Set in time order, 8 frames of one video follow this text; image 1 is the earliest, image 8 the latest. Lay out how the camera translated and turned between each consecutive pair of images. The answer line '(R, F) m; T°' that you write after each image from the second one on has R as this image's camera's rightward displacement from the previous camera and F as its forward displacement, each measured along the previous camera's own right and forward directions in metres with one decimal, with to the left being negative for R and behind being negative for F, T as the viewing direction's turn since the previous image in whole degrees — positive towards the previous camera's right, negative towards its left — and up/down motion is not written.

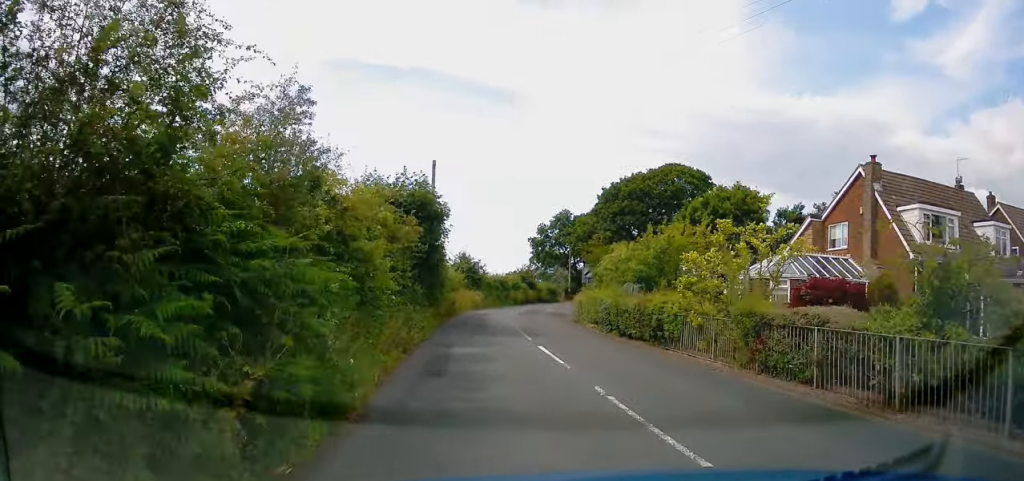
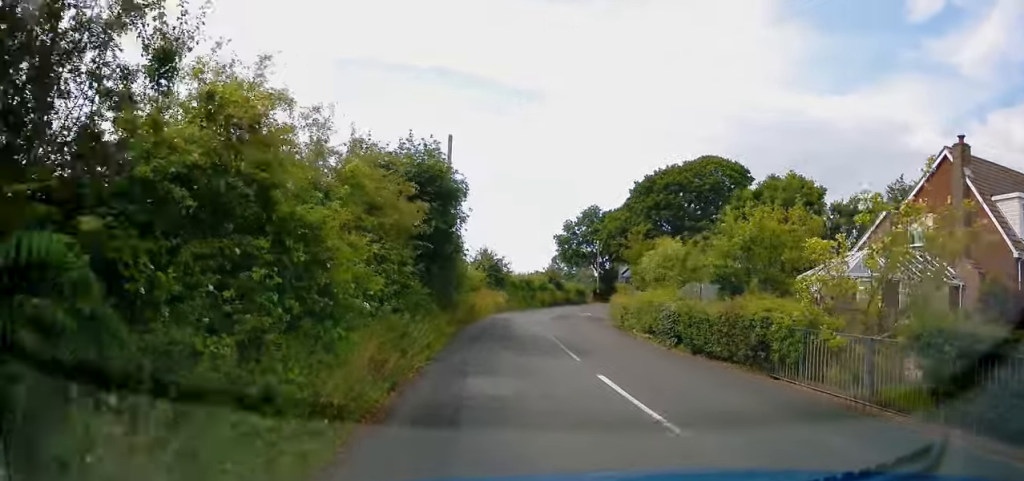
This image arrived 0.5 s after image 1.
(-0.3, +5.1) m; -1°
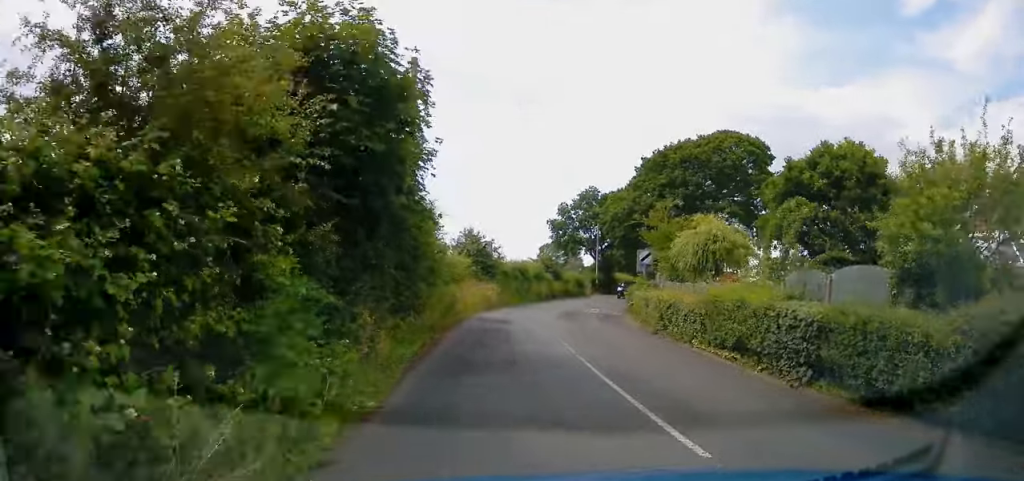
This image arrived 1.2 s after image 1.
(-0.3, +7.3) m; +1°
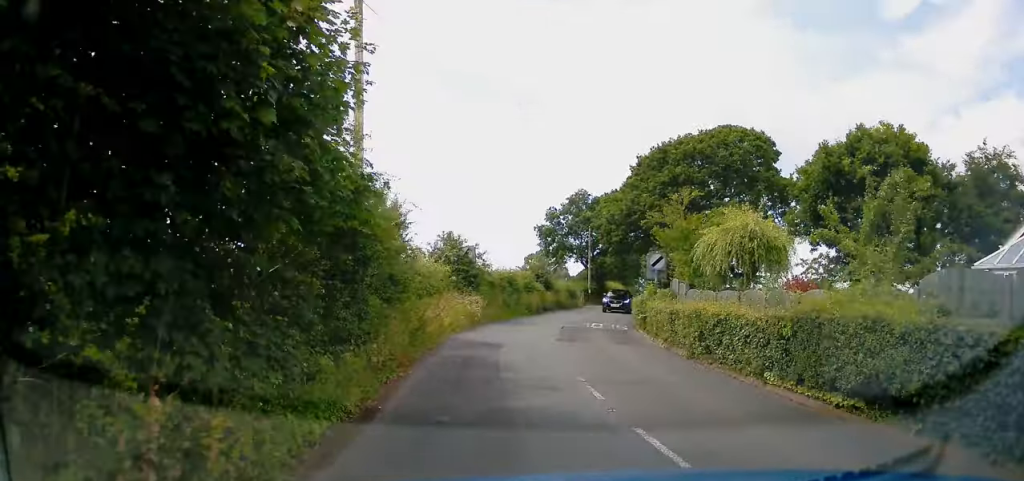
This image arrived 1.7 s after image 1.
(+0.3, +4.8) m; +2°
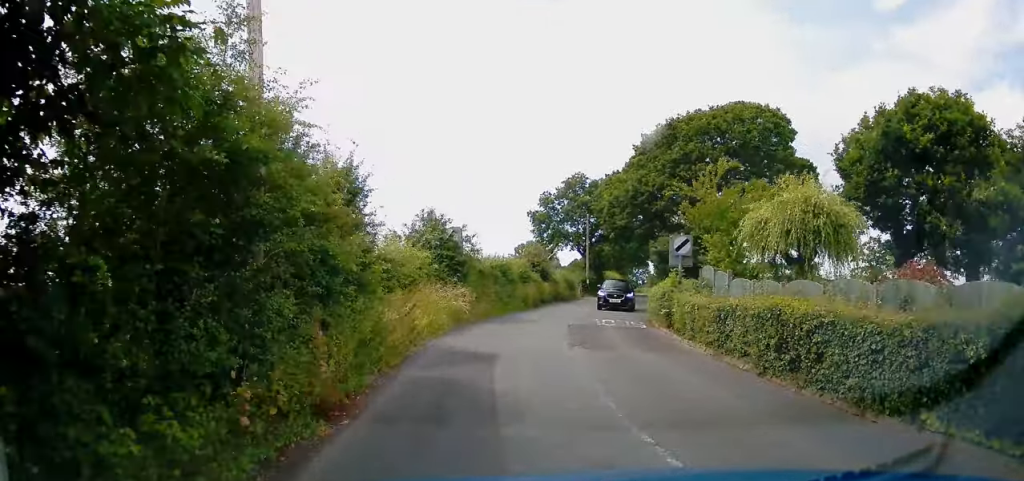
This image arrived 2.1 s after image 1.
(+0.1, +4.4) m; +2°
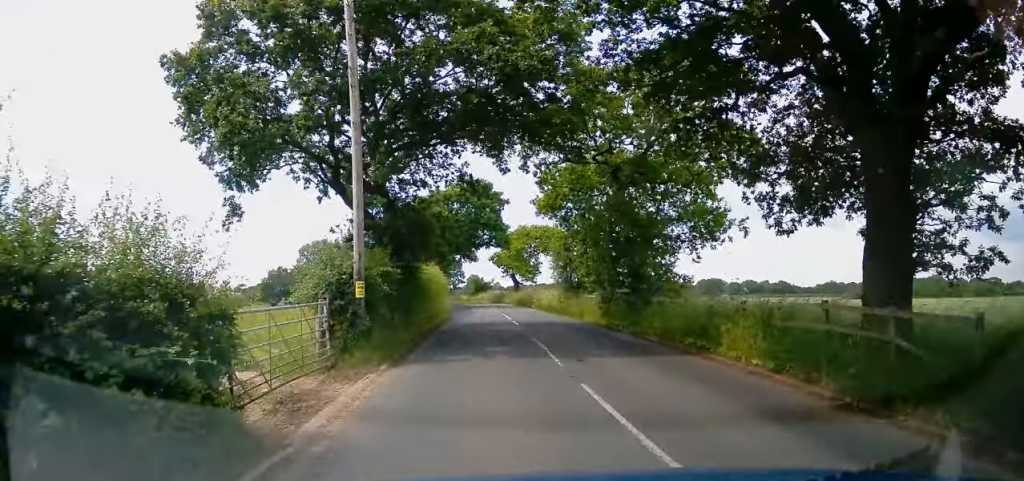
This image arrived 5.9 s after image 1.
(+5.4, +42.8) m; +15°
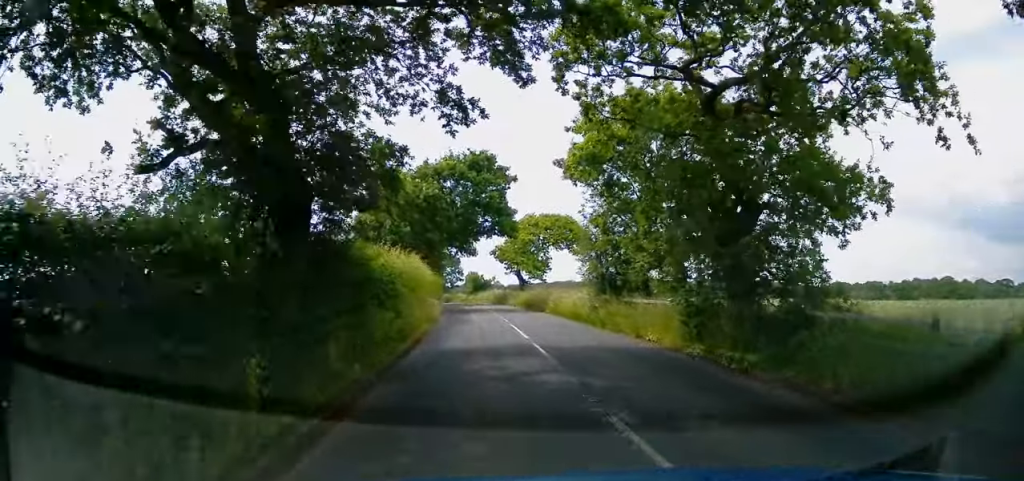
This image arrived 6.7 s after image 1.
(+0.3, +9.7) m; +2°
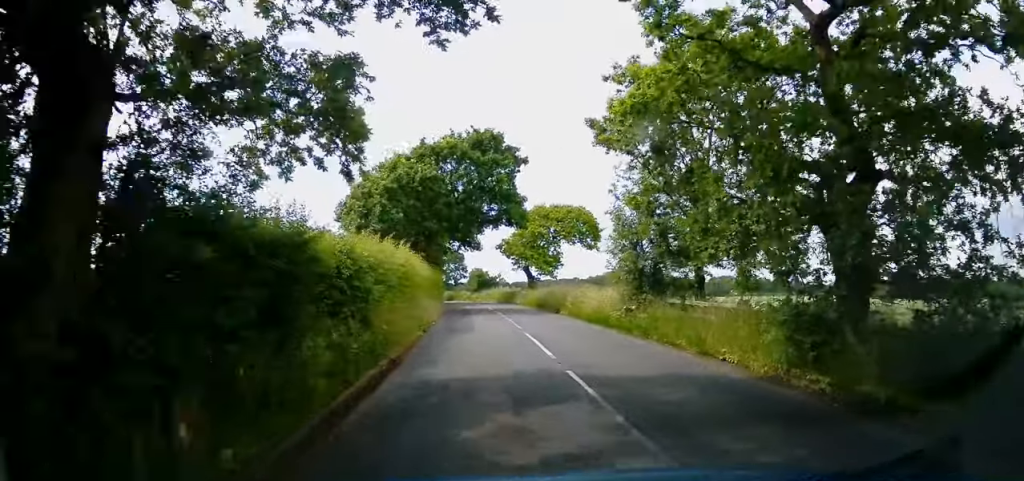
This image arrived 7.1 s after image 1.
(+0.2, +5.0) m; +1°
